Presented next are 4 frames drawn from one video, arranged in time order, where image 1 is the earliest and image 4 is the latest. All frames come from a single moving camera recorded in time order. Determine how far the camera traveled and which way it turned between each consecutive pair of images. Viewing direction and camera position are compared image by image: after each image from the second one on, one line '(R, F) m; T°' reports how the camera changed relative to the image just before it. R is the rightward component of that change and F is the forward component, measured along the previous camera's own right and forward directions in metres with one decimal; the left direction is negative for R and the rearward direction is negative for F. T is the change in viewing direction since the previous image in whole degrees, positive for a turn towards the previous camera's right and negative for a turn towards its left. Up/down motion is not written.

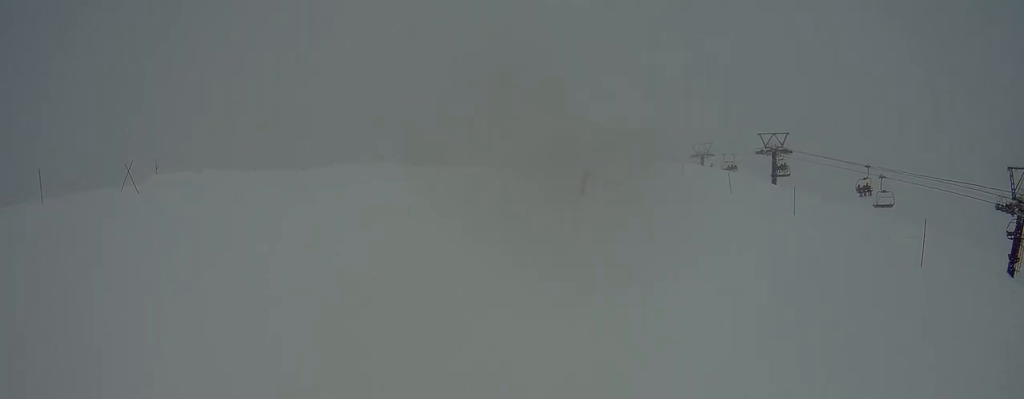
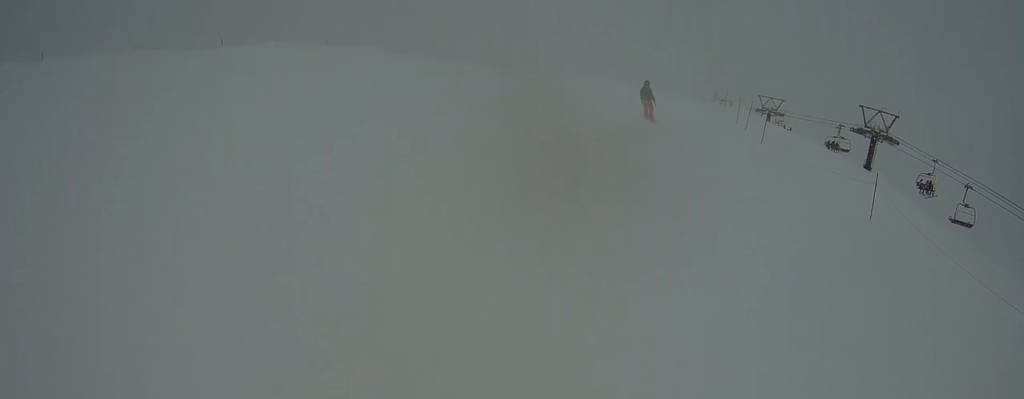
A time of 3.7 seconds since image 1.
(+7.2, +19.8) m; +20°
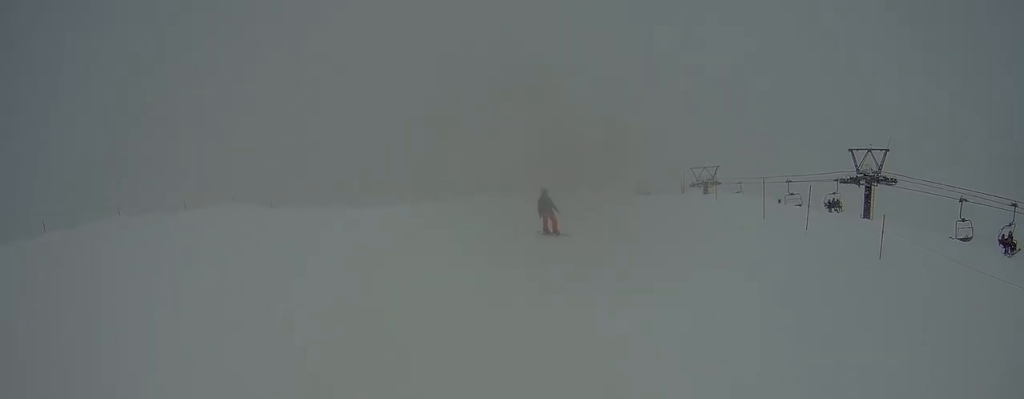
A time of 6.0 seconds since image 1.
(-3.0, +14.2) m; -14°
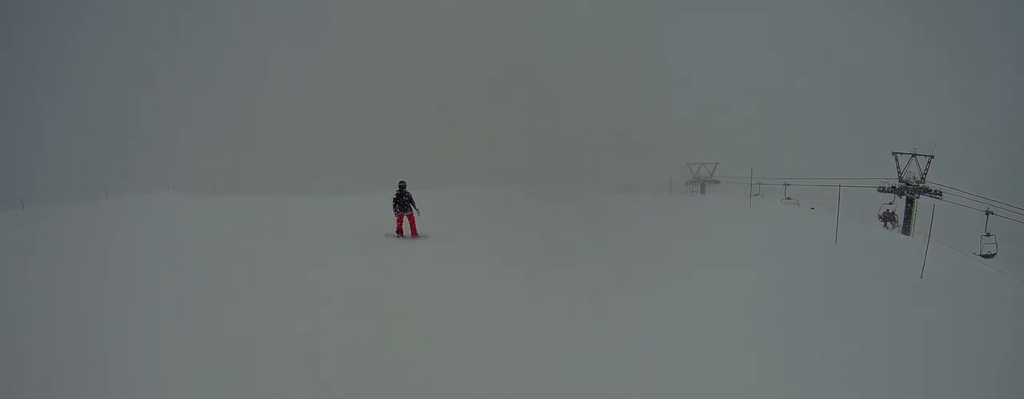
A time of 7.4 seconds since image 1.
(+3.1, +8.0) m; +23°
